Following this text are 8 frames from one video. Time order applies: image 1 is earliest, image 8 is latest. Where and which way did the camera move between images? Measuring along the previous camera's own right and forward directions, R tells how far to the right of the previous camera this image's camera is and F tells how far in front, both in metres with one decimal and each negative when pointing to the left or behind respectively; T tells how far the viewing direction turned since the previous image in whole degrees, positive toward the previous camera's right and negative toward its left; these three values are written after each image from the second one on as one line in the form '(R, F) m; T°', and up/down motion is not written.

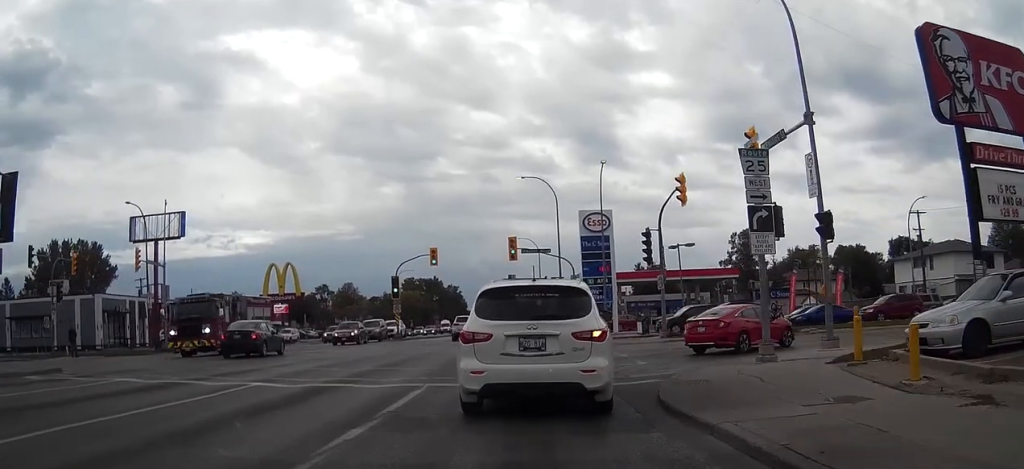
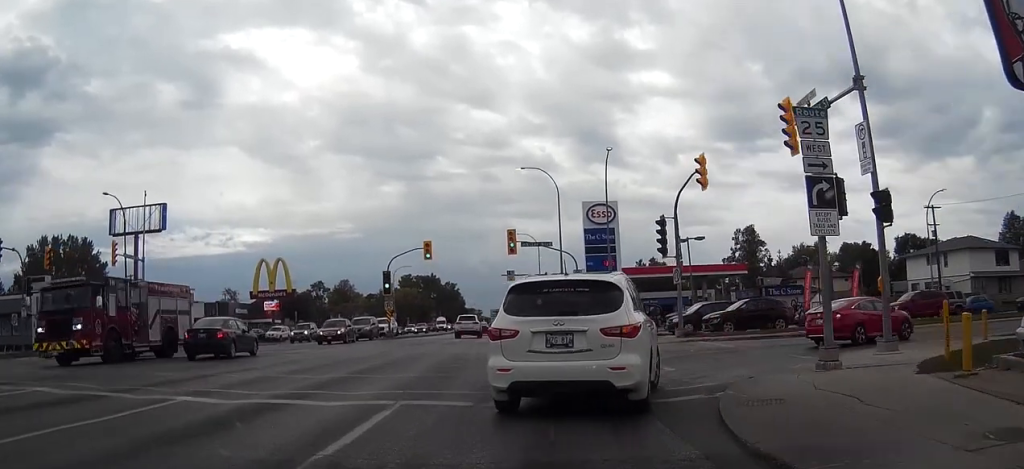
(0.0, +3.2) m; 0°
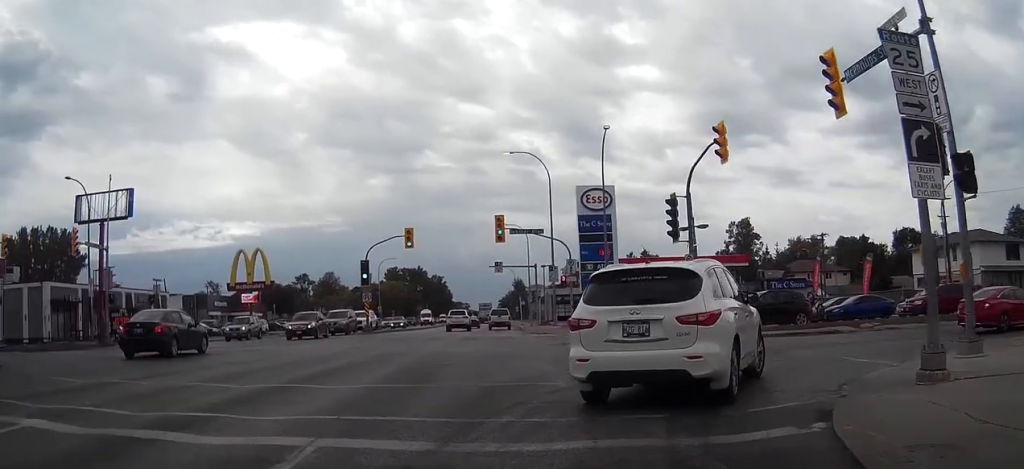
(0.0, +3.7) m; +2°
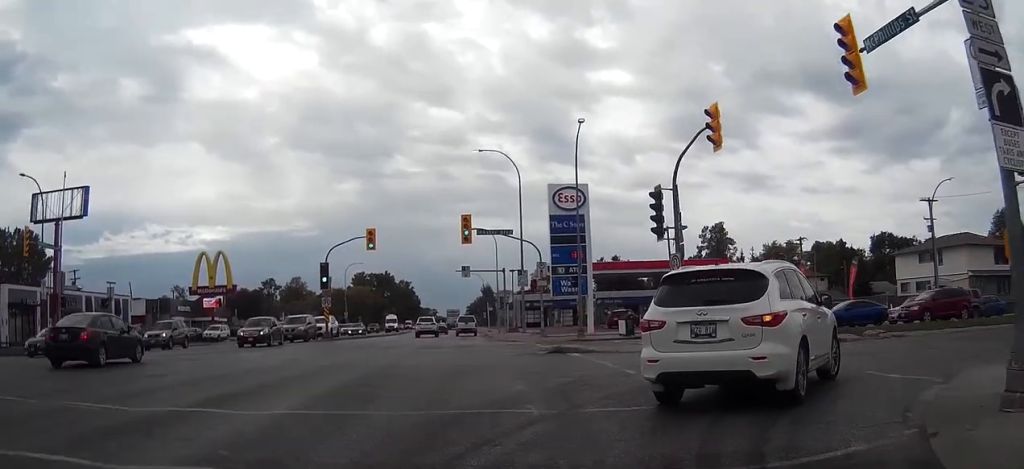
(-0.1, +2.6) m; +2°
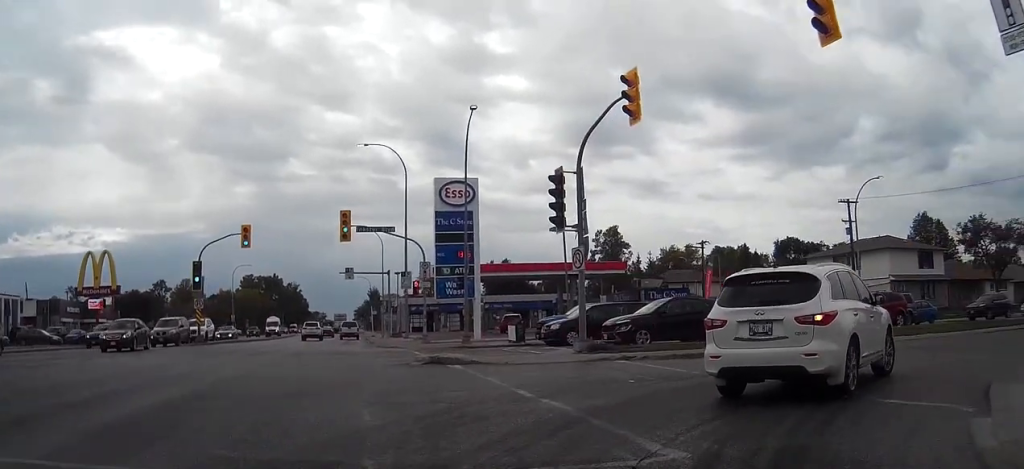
(+0.3, +3.5) m; +9°
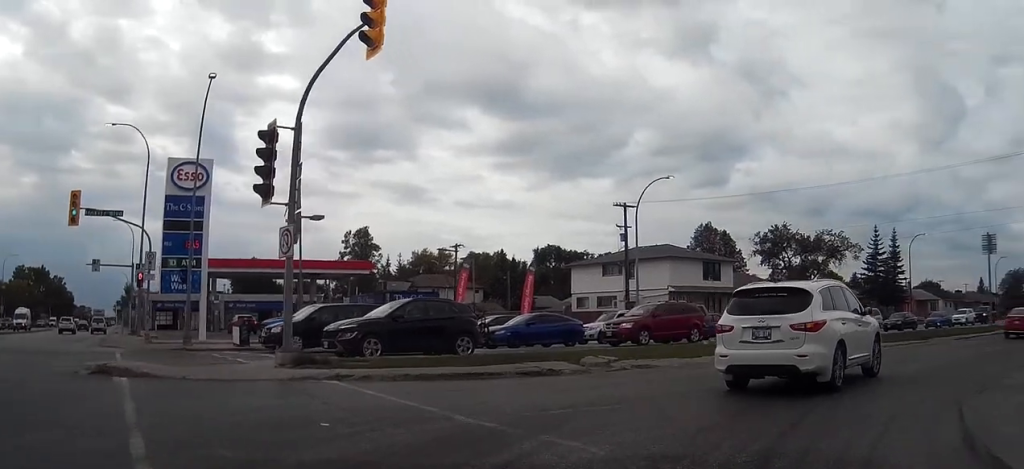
(+0.7, +4.9) m; +21°
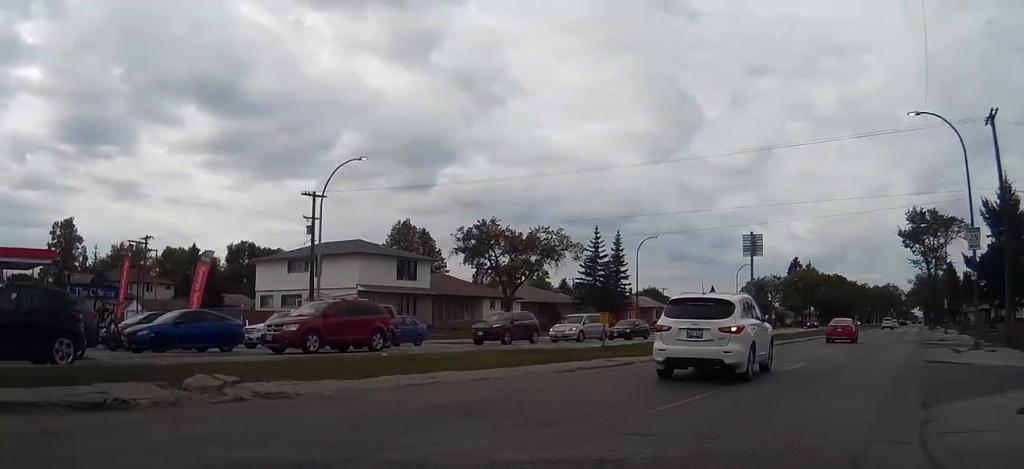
(+1.3, +5.3) m; +21°
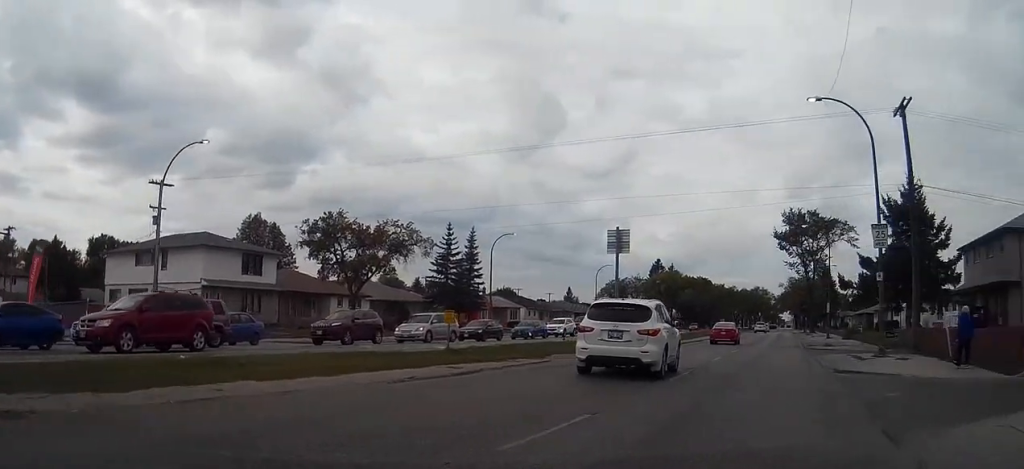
(+0.2, +2.8) m; +7°
